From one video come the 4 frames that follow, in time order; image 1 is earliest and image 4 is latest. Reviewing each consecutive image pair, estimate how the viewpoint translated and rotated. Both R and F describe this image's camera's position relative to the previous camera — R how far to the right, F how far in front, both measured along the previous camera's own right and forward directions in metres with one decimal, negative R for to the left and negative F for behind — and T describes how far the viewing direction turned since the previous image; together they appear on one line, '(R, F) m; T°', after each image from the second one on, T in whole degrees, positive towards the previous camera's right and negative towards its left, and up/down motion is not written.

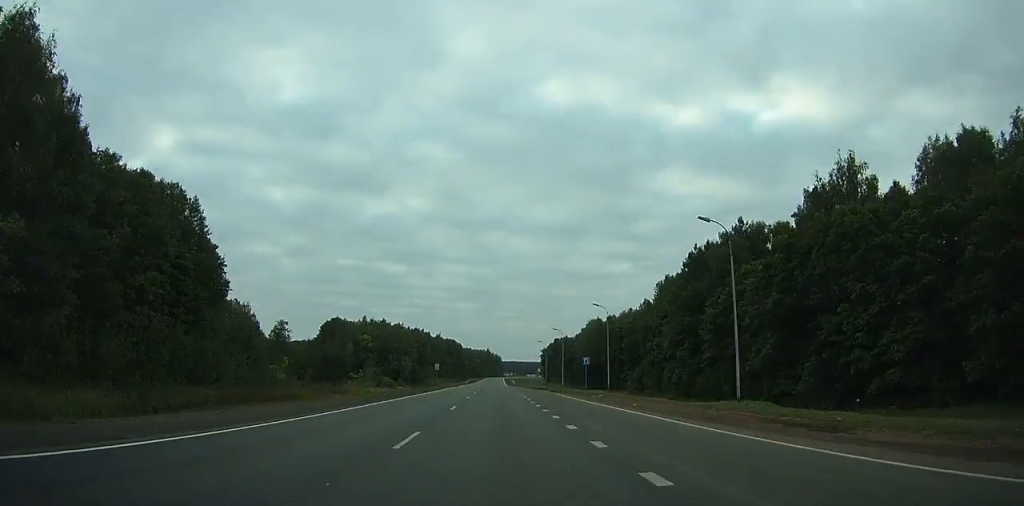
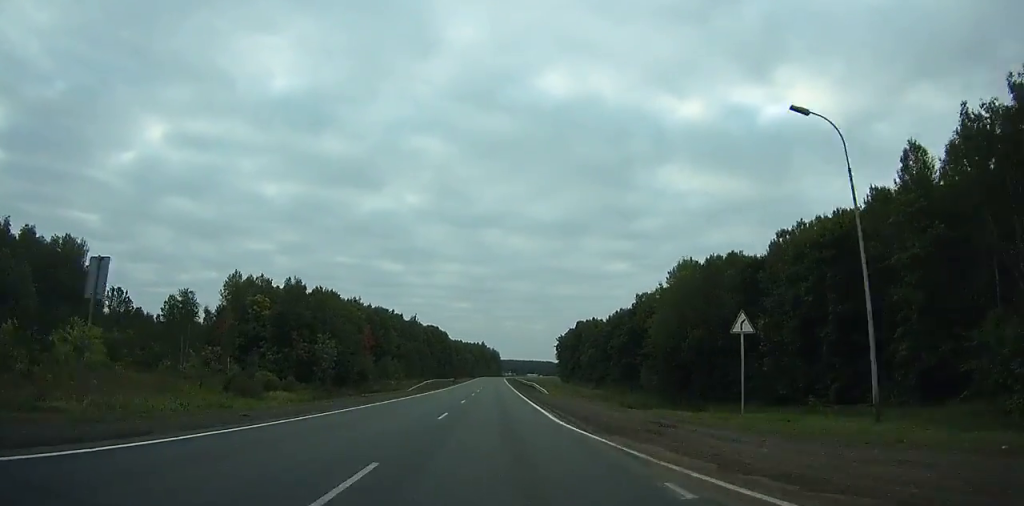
(+0.1, +88.1) m; 0°
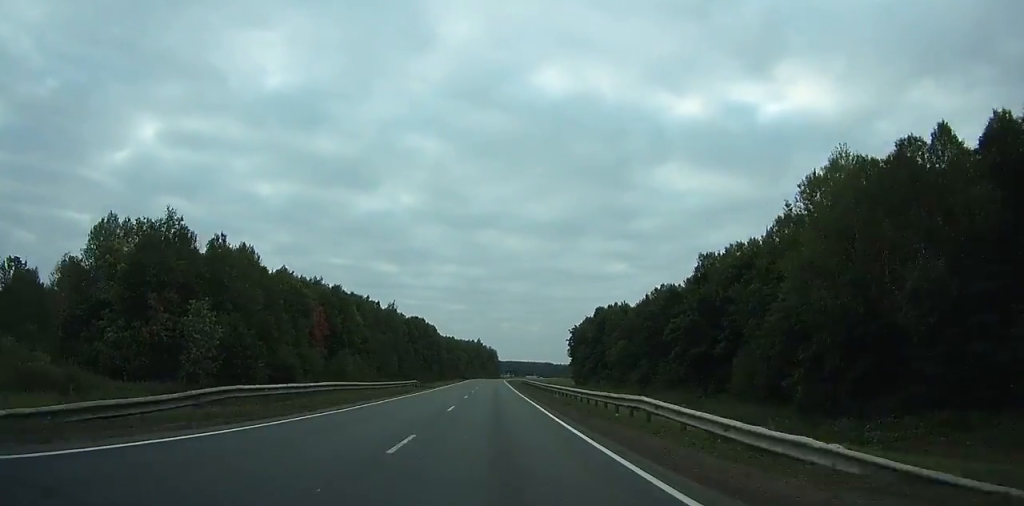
(0.0, +42.8) m; 0°
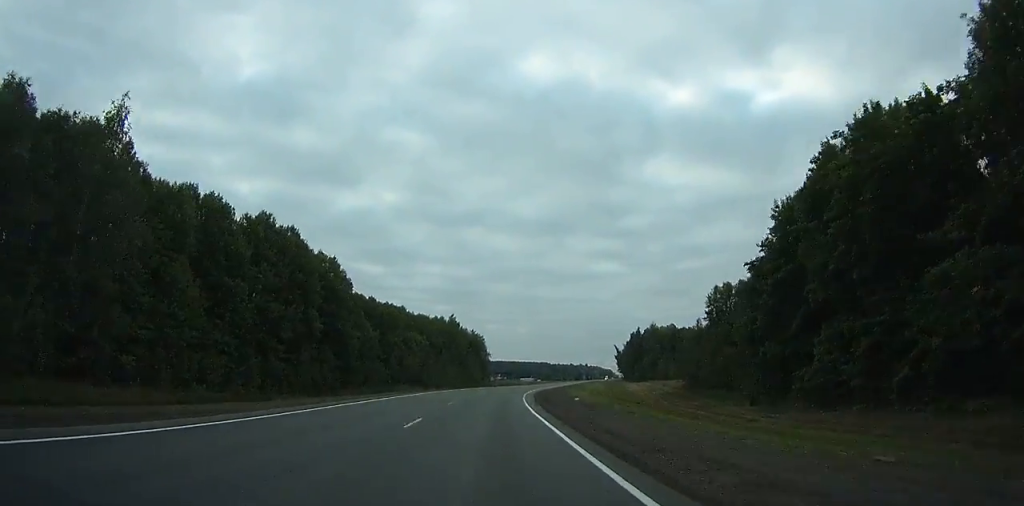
(+0.8, +137.5) m; +2°
